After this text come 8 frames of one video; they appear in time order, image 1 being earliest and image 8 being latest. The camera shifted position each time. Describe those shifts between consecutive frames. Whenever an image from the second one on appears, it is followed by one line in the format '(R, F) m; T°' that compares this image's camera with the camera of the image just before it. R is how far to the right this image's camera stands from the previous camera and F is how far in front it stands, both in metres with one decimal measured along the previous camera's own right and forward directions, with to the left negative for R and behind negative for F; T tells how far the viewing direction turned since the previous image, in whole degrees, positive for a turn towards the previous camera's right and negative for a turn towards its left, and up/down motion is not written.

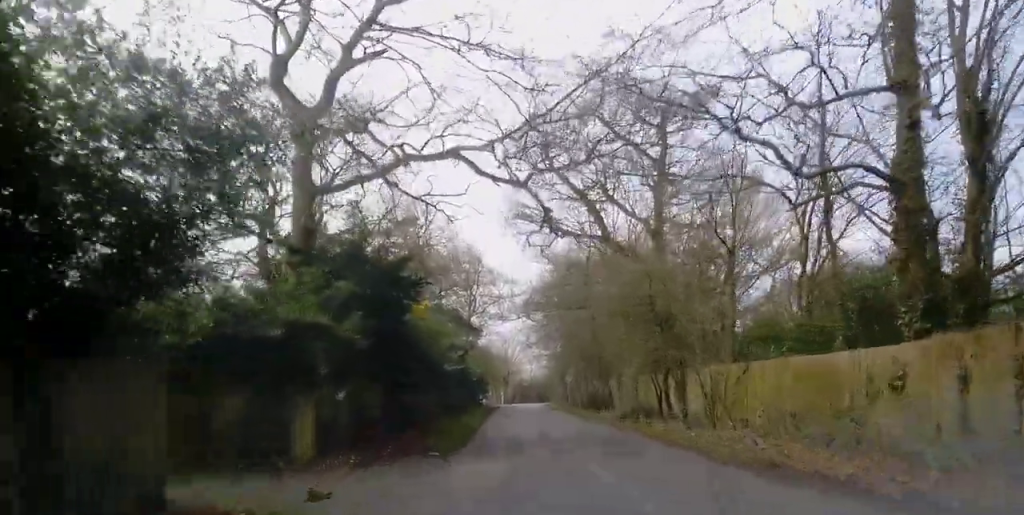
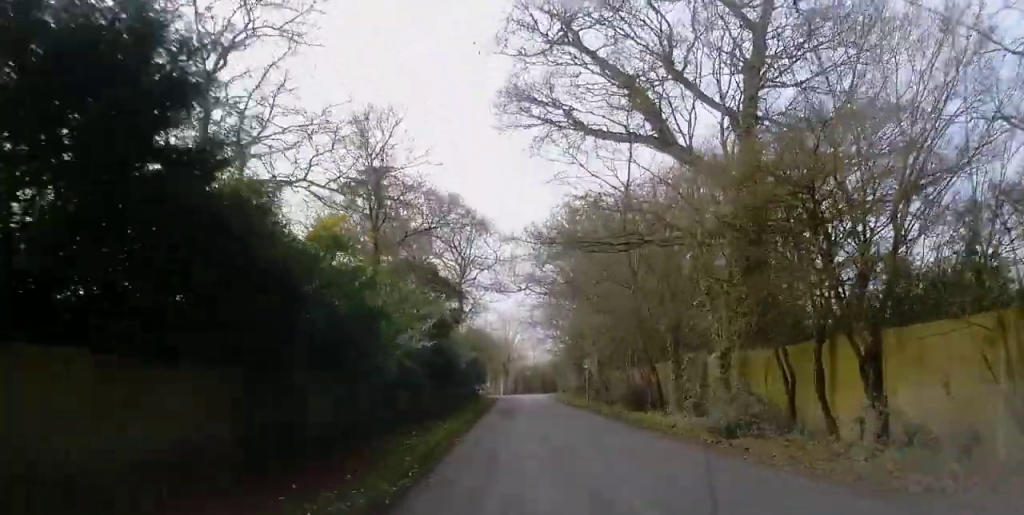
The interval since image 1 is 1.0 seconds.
(+0.4, +14.2) m; -1°
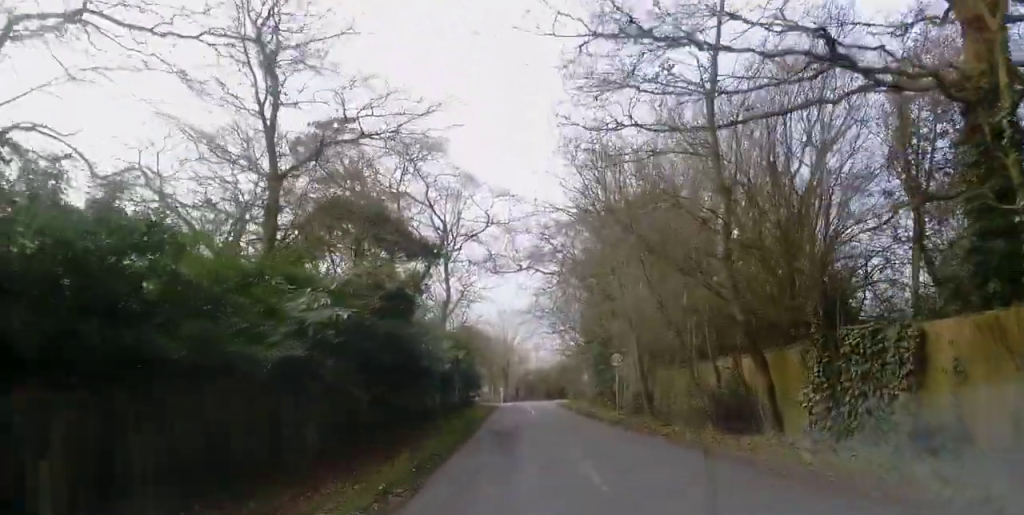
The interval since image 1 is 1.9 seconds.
(-0.4, +12.8) m; -3°
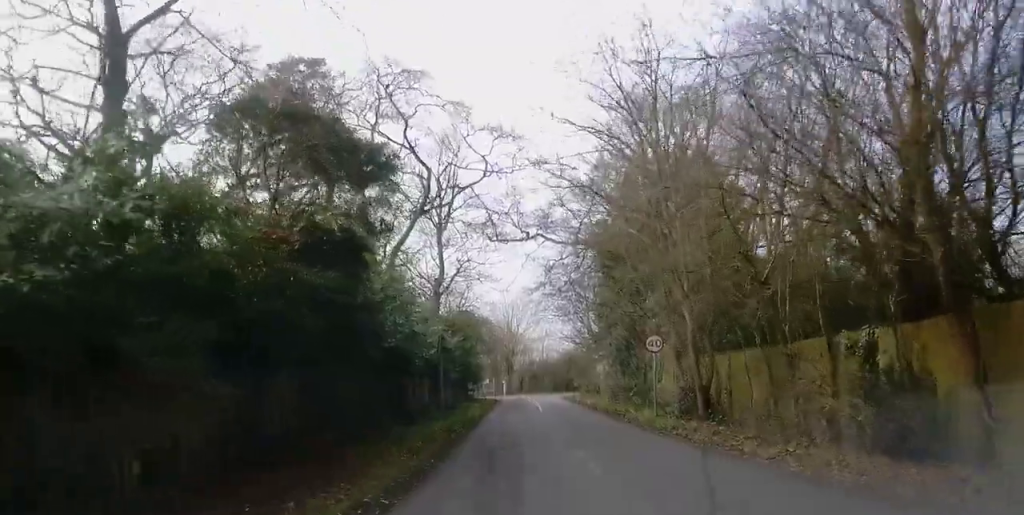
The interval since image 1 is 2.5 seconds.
(-0.3, +7.8) m; +1°
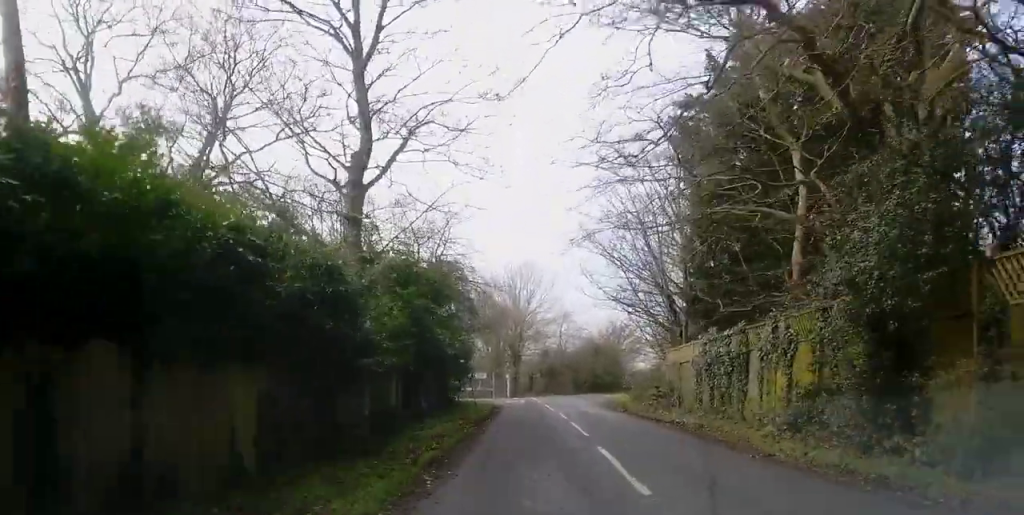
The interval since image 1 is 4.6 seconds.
(+0.4, +25.6) m; +3°
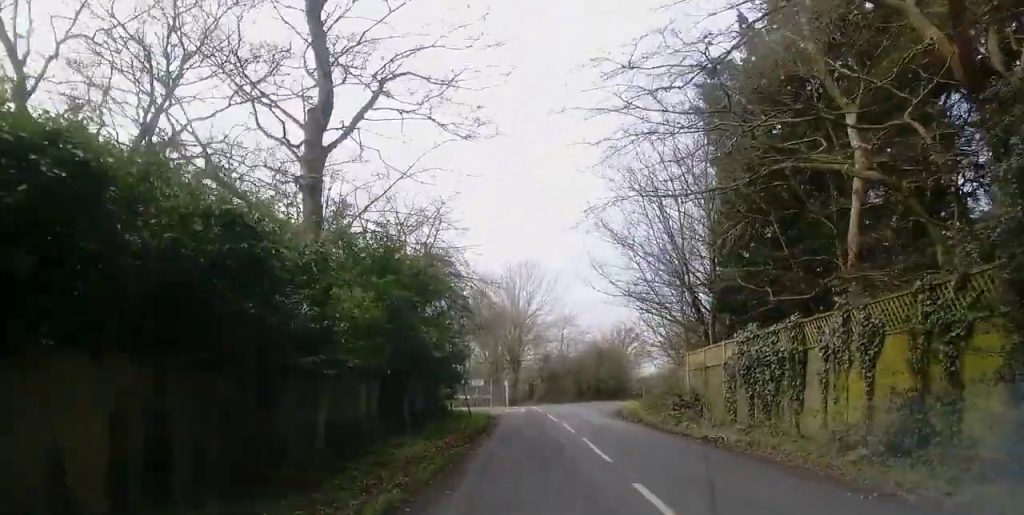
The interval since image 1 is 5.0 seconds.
(+0.1, +4.4) m; 0°
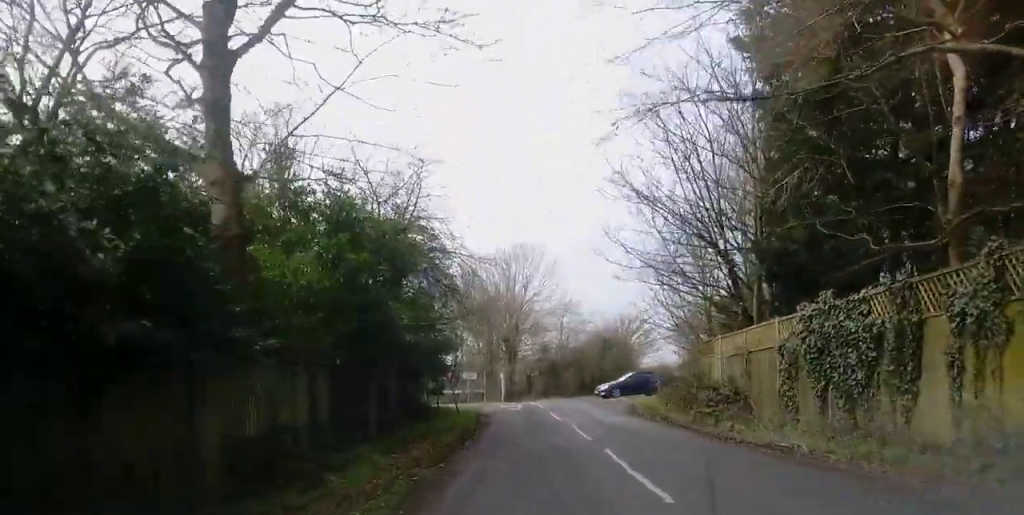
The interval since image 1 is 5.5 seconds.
(+0.5, +5.4) m; -1°
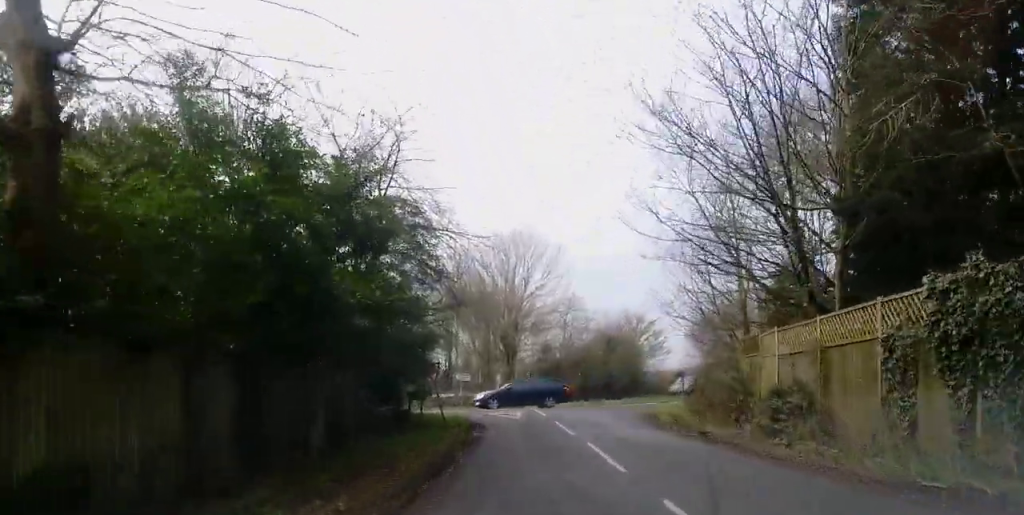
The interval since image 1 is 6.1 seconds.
(-0.3, +5.5) m; -1°
